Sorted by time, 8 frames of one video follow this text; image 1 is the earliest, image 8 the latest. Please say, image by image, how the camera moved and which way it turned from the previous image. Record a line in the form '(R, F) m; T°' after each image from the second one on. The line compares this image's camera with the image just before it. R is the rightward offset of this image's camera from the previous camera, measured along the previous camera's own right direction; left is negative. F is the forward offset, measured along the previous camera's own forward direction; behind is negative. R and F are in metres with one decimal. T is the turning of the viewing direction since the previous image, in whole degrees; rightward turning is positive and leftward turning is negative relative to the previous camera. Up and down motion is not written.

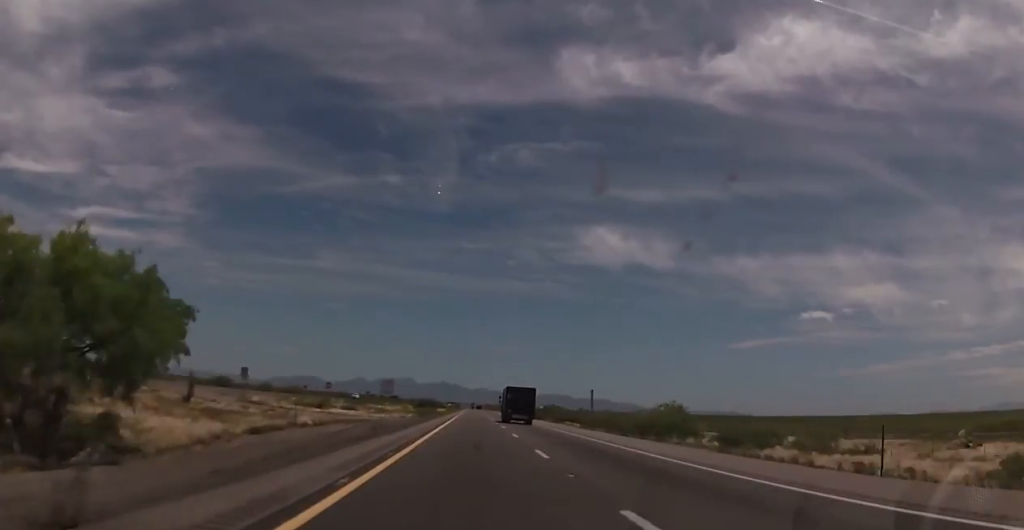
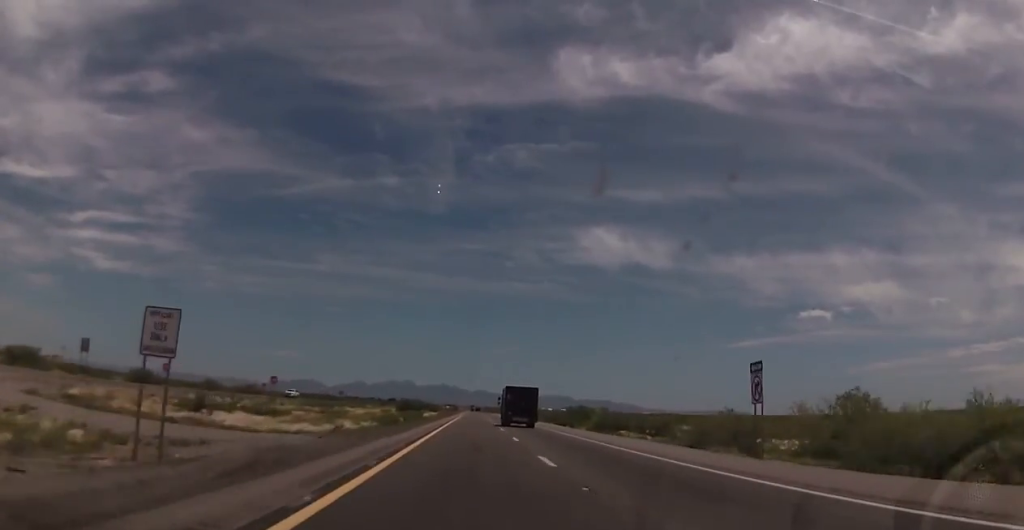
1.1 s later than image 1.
(+0.4, +38.8) m; 0°
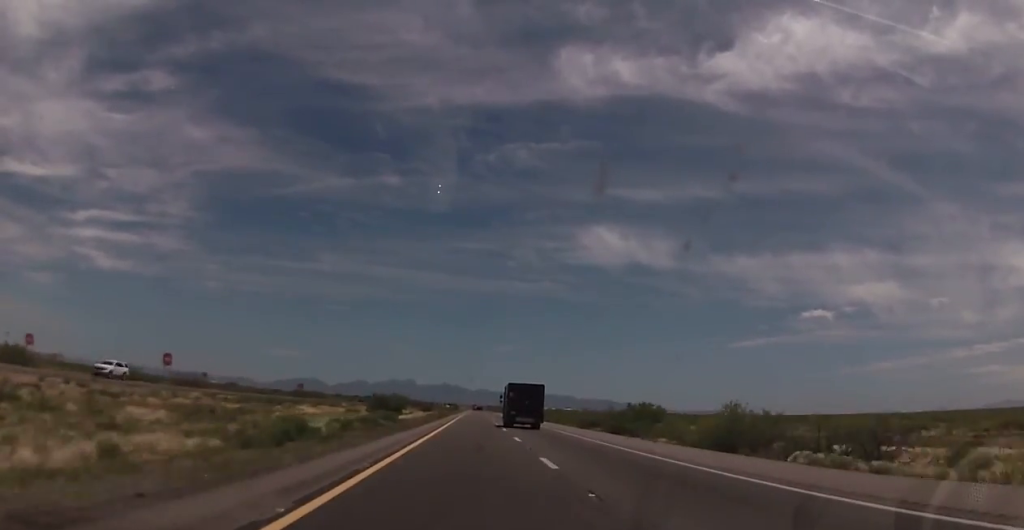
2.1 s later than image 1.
(-0.4, +37.7) m; 0°
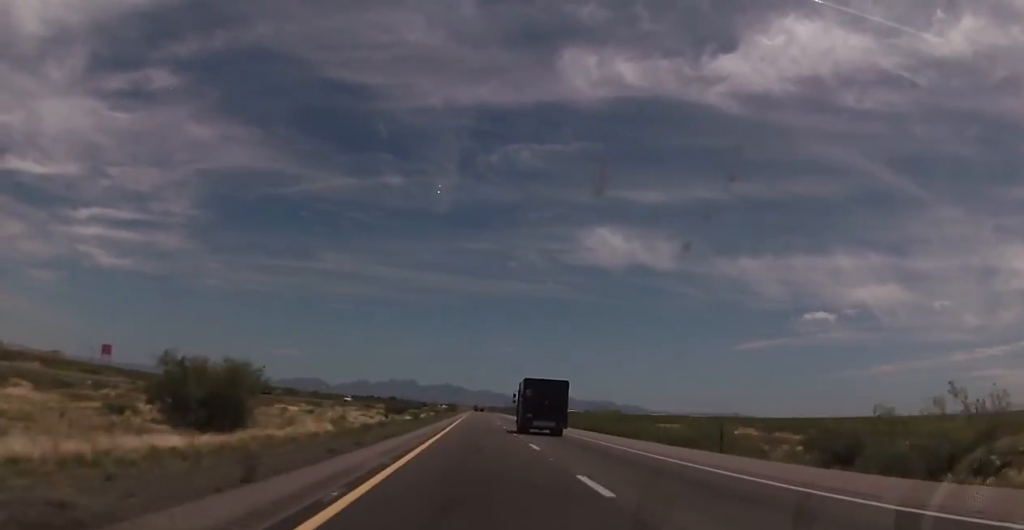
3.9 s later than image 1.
(0.0, +65.6) m; 0°
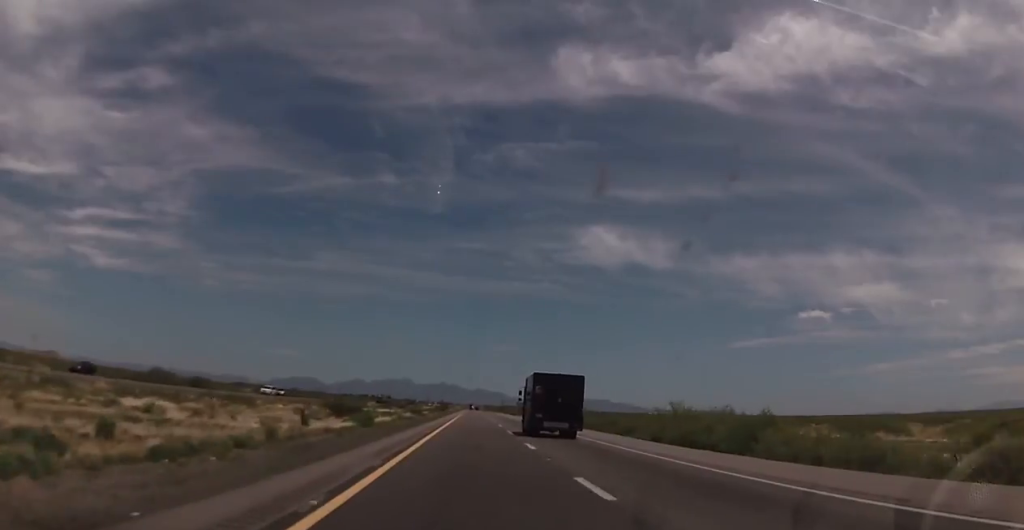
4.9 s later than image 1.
(+0.3, +37.6) m; +1°
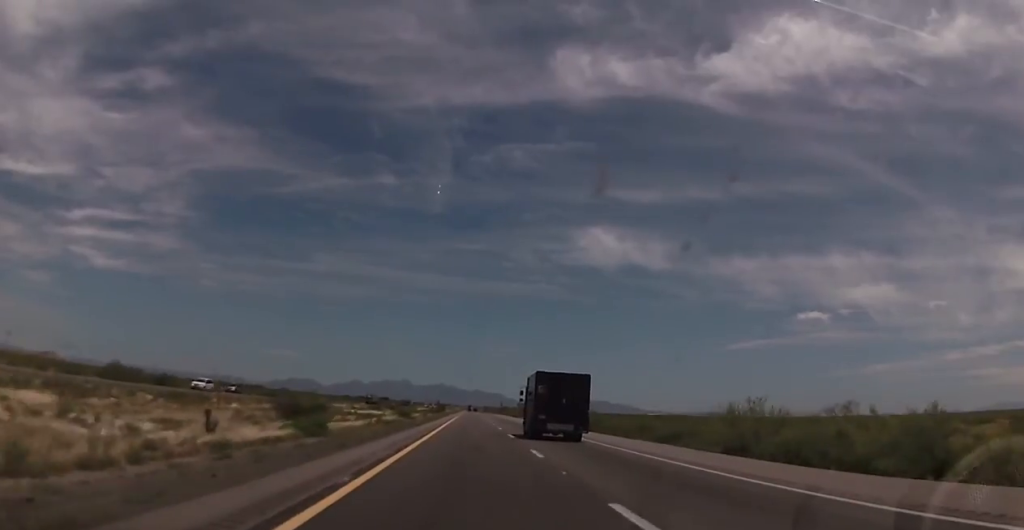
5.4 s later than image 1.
(+0.1, +15.7) m; 0°
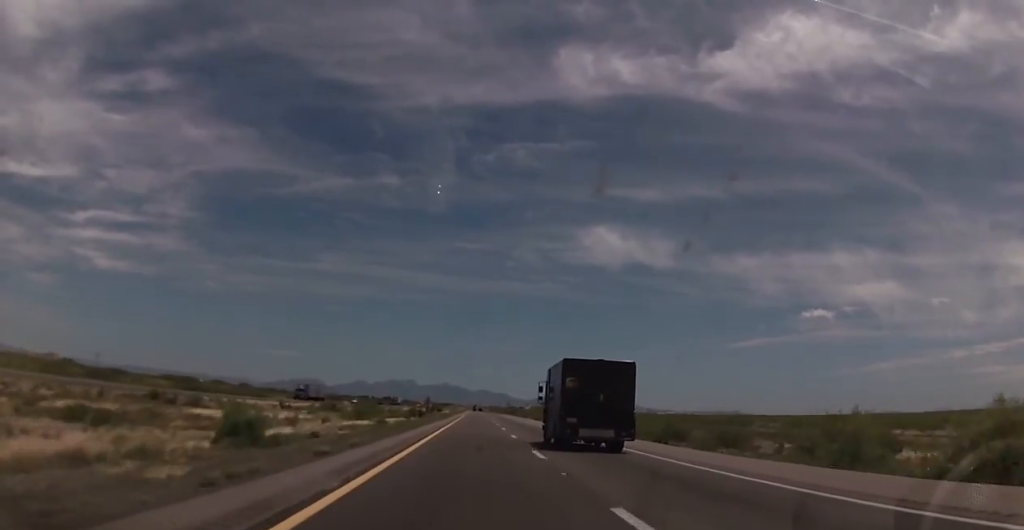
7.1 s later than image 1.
(0.0, +61.7) m; -1°
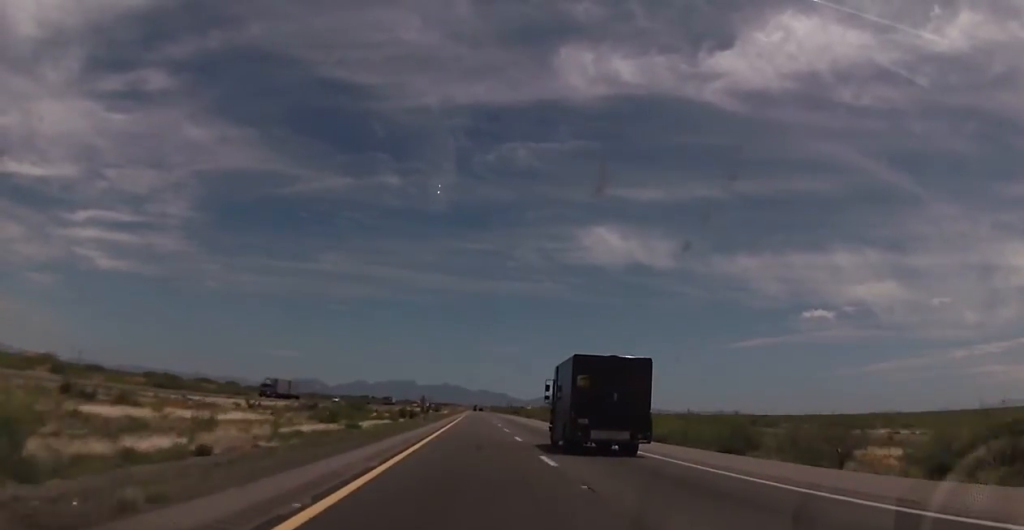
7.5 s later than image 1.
(-0.1, +14.5) m; 0°
